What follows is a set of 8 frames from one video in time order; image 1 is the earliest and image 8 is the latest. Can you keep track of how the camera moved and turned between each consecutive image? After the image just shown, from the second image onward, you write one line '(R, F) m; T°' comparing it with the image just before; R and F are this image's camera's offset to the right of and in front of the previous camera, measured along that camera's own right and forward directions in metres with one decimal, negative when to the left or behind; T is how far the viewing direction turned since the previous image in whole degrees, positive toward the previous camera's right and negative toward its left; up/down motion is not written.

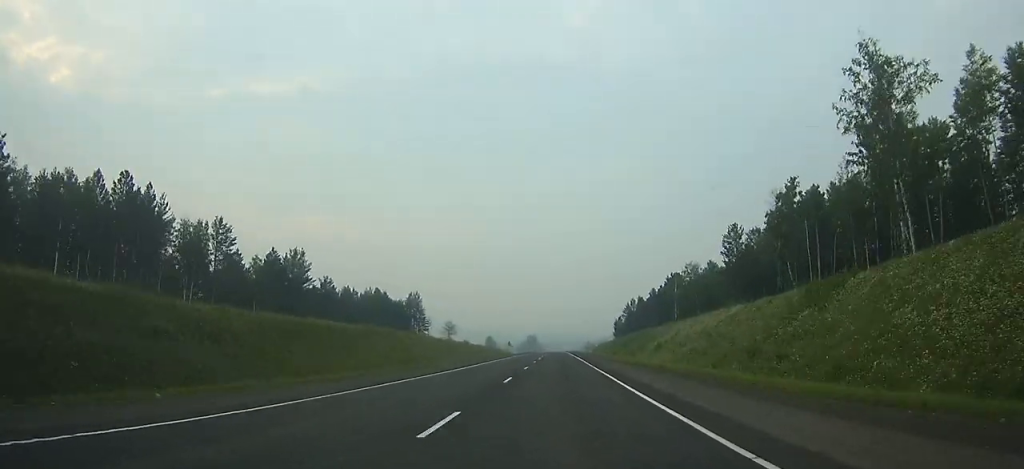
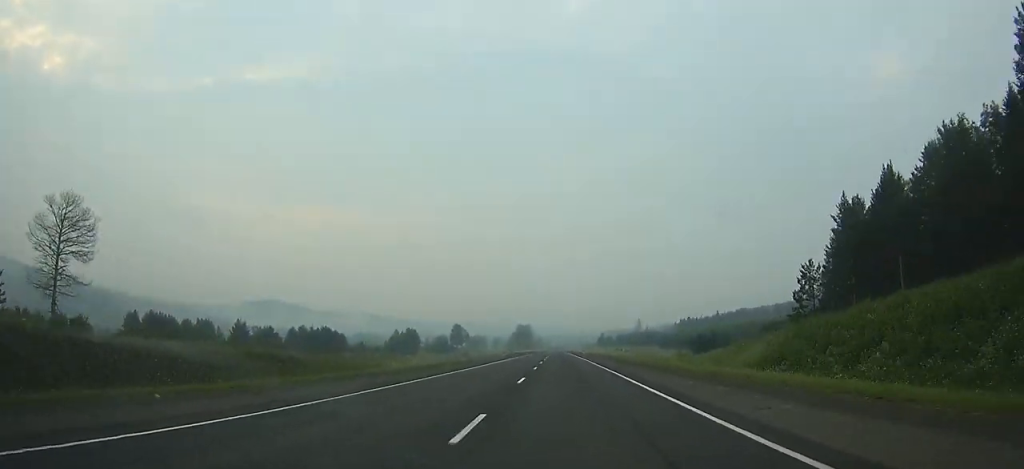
(-0.5, +215.5) m; 0°
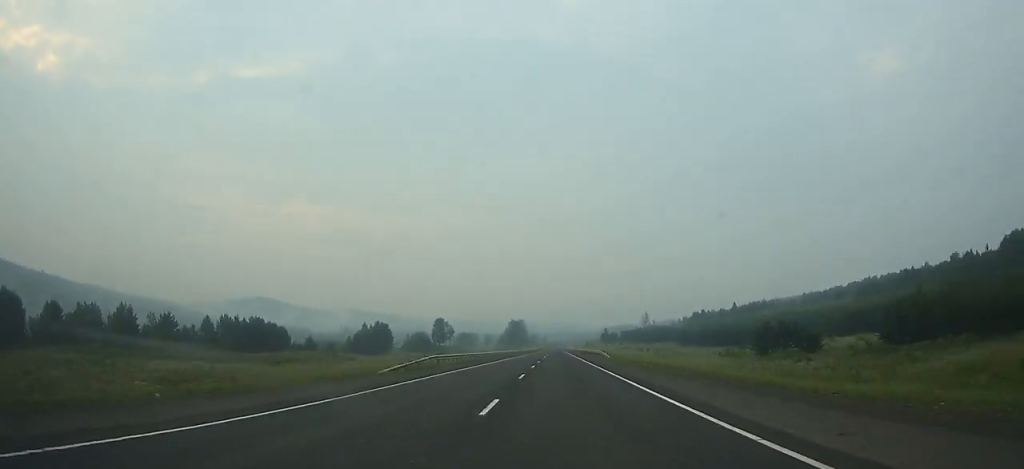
(0.0, +57.0) m; 0°
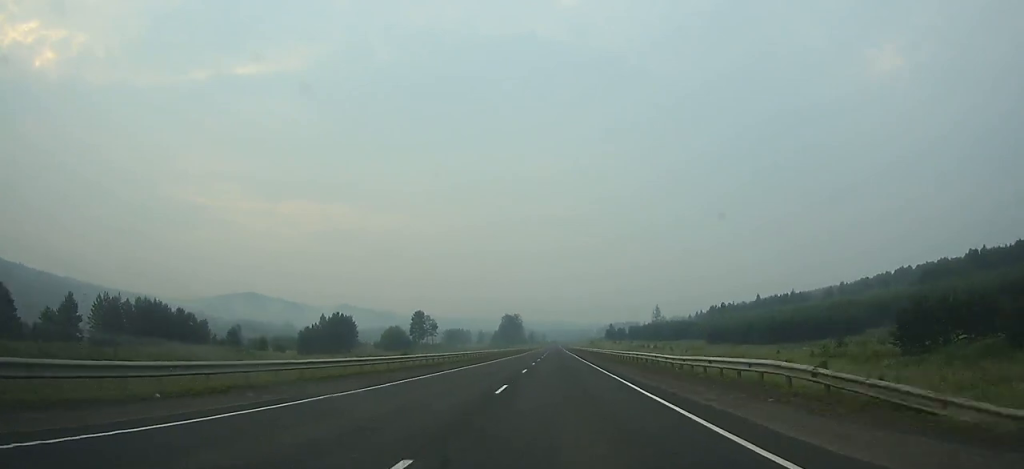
(+0.1, +56.4) m; 0°
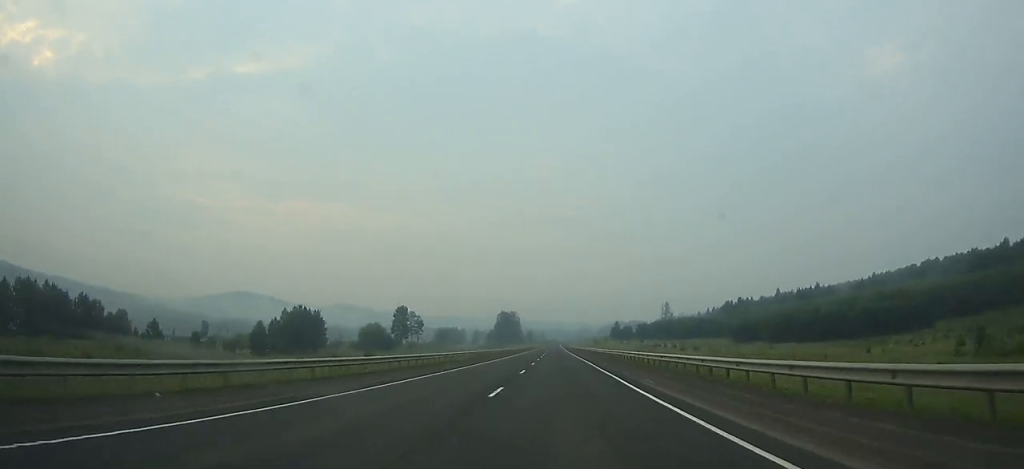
(0.0, +36.5) m; 0°
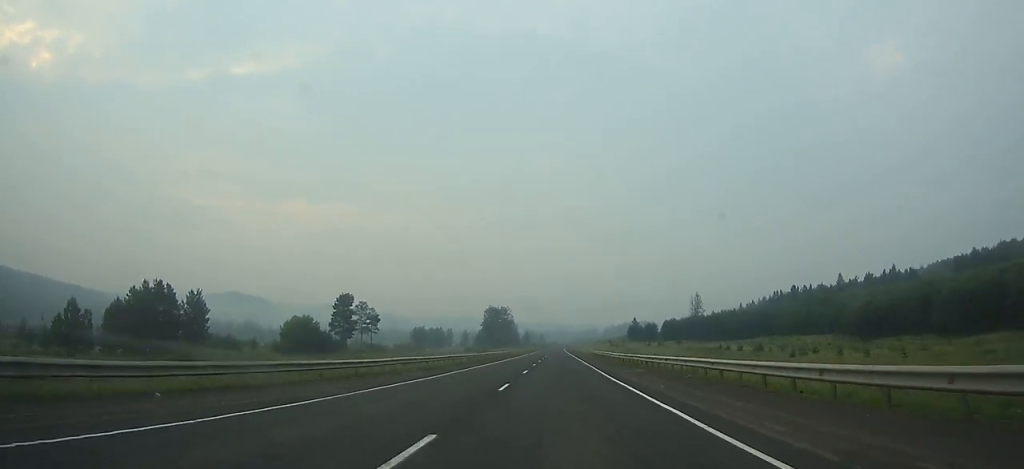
(-0.1, +77.7) m; 0°
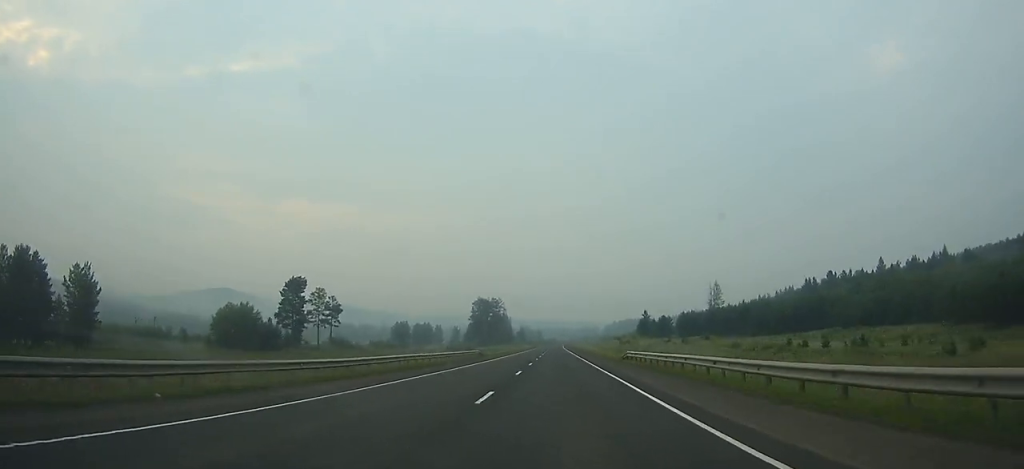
(0.0, +39.2) m; 0°
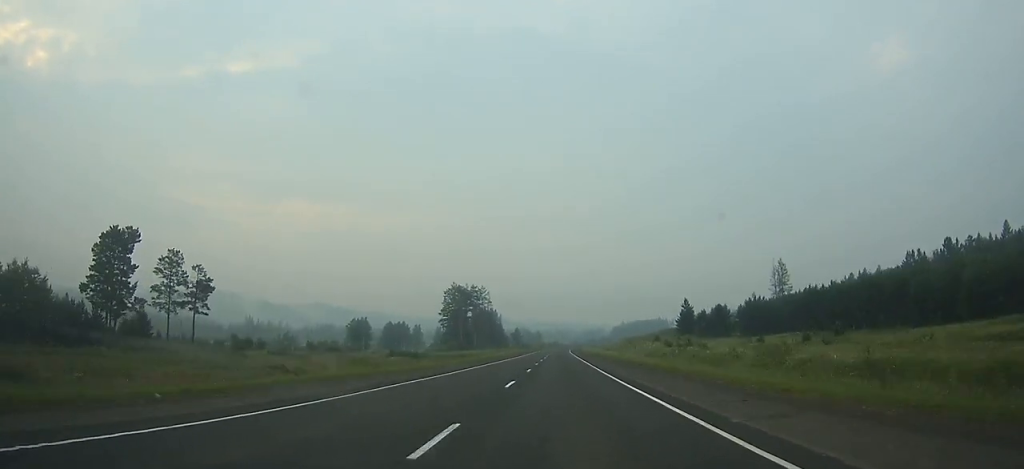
(0.0, +77.3) m; 0°
